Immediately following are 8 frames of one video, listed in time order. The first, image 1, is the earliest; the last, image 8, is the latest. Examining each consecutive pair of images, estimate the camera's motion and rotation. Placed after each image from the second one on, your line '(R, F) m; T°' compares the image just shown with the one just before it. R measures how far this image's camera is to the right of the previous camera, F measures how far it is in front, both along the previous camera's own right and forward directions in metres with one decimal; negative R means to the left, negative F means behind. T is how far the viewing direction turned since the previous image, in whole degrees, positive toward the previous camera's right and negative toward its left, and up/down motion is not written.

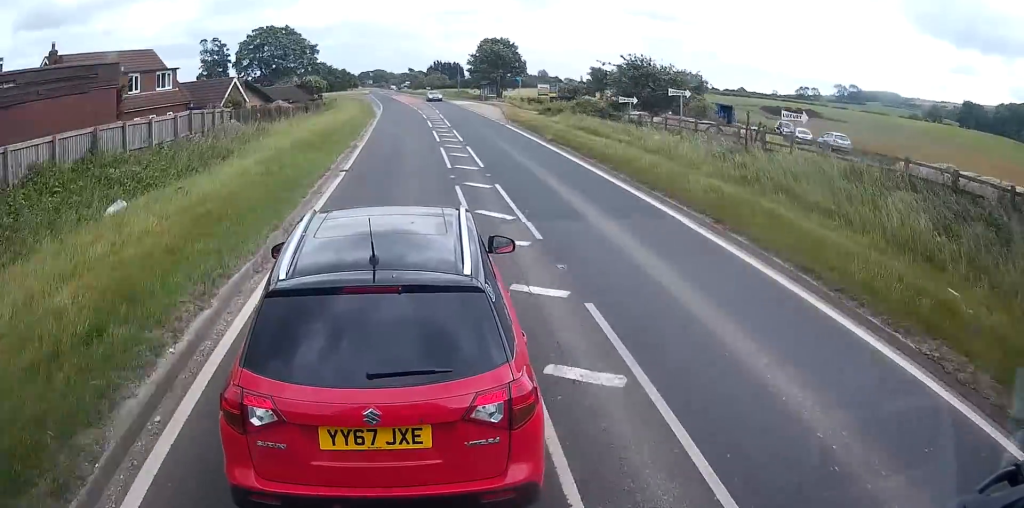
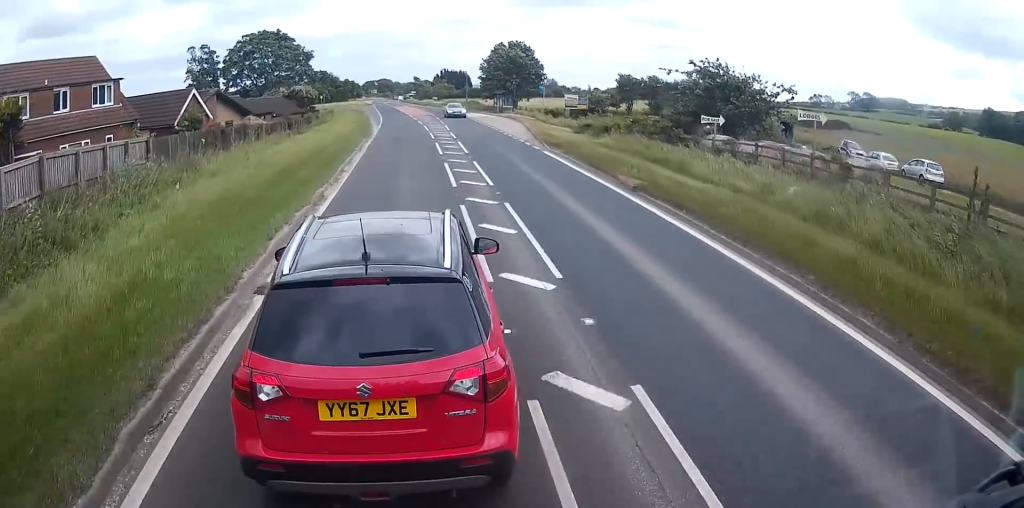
(+0.2, +10.6) m; +1°
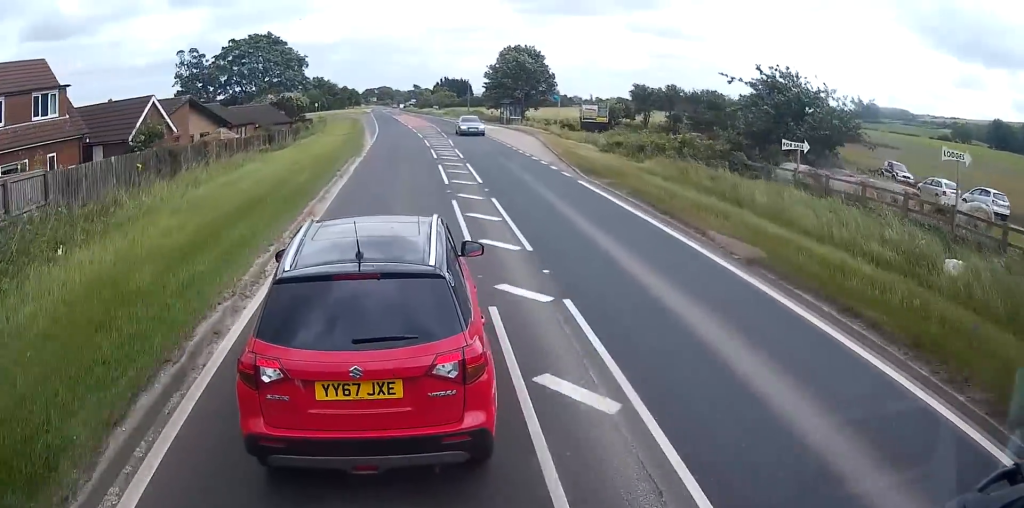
(-0.1, +6.5) m; 0°
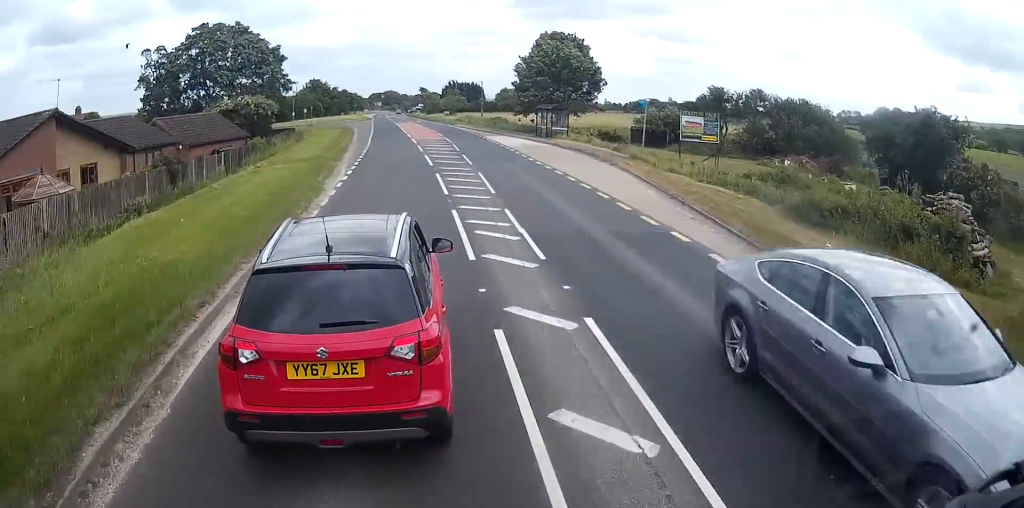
(-0.1, +18.5) m; 0°
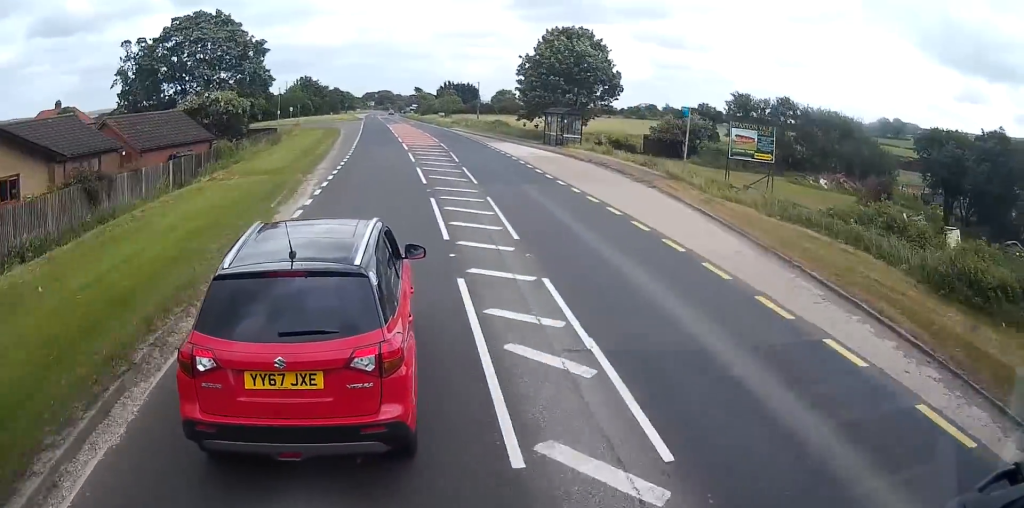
(0.0, +6.0) m; 0°
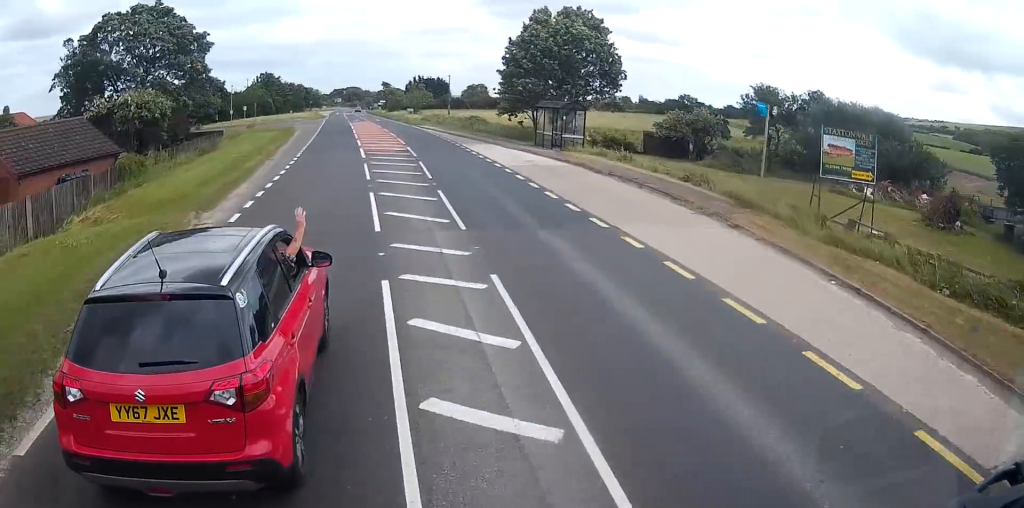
(+0.1, +8.4) m; +1°
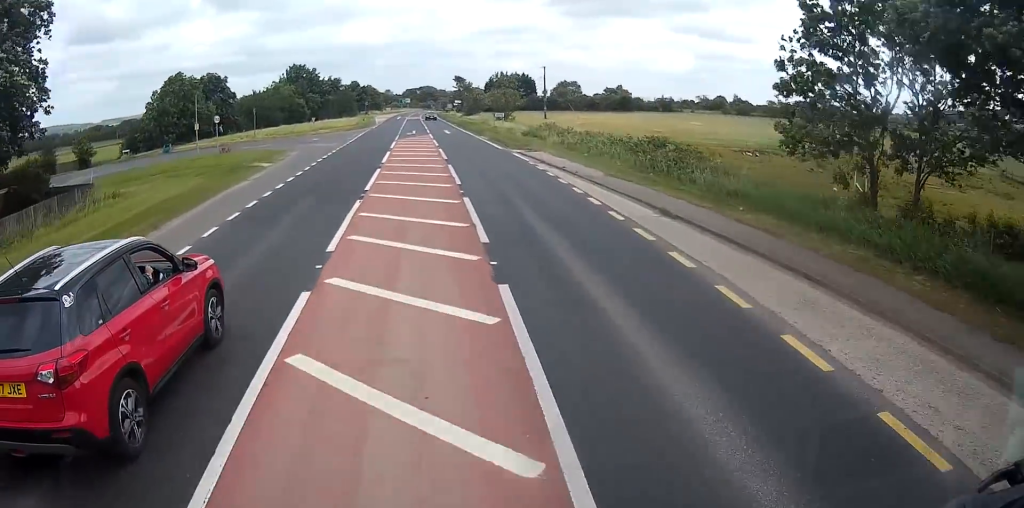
(-1.6, +35.2) m; -6°
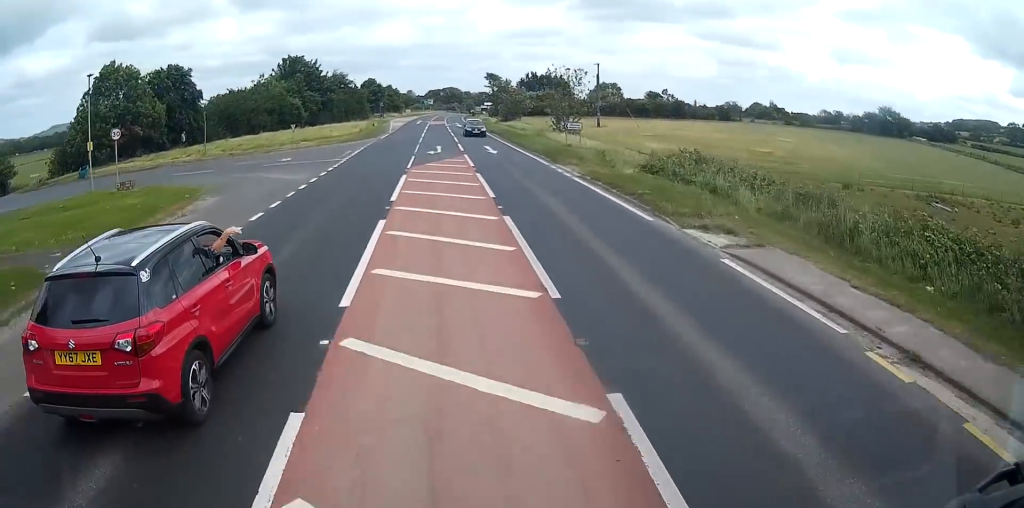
(-0.2, +20.0) m; 0°
